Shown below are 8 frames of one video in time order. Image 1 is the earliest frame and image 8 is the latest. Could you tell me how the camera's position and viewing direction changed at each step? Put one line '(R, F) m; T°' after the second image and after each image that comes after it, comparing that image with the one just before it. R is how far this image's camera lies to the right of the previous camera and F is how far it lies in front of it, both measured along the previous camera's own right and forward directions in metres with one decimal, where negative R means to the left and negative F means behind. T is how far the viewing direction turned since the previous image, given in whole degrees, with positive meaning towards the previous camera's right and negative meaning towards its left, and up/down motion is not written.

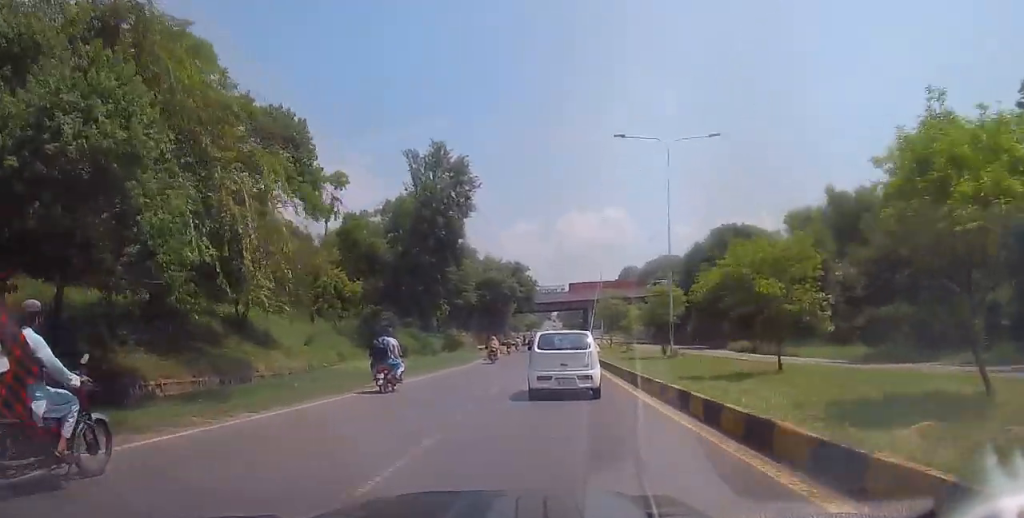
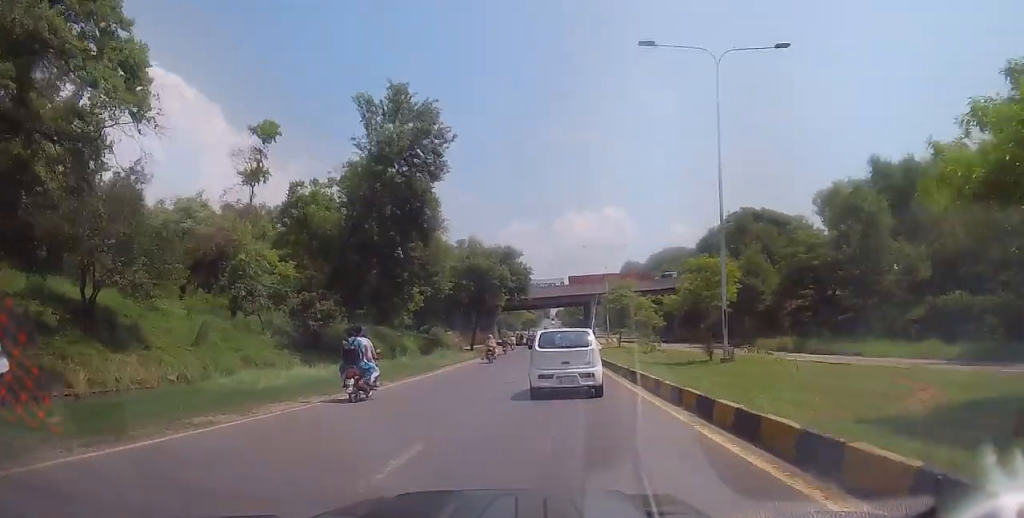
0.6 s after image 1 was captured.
(+0.1, +9.6) m; 0°
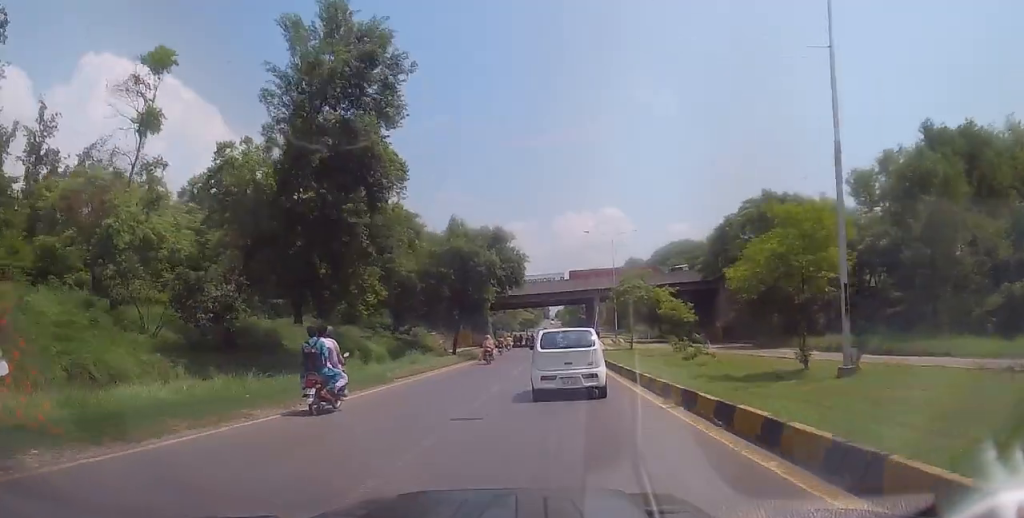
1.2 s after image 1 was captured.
(0.0, +8.7) m; -1°
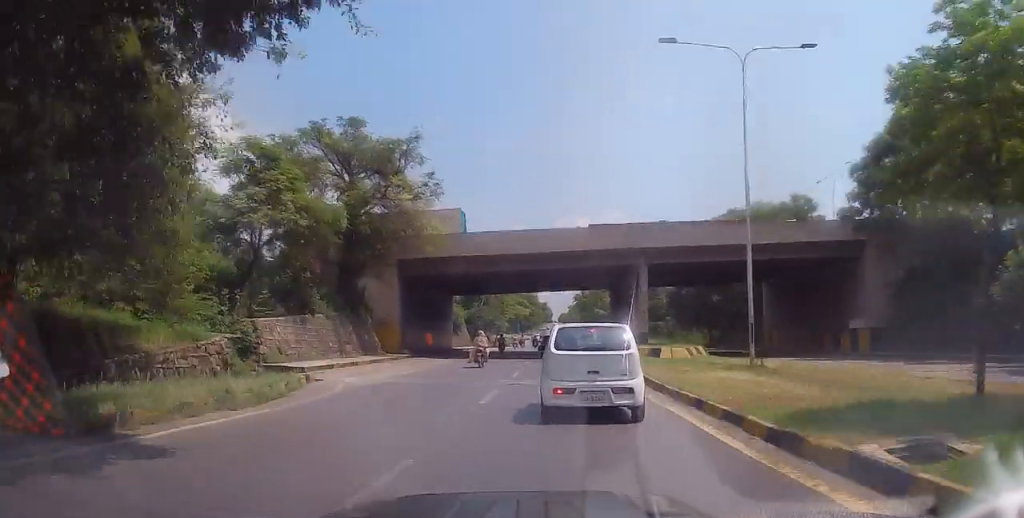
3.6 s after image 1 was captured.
(0.0, +36.5) m; +1°
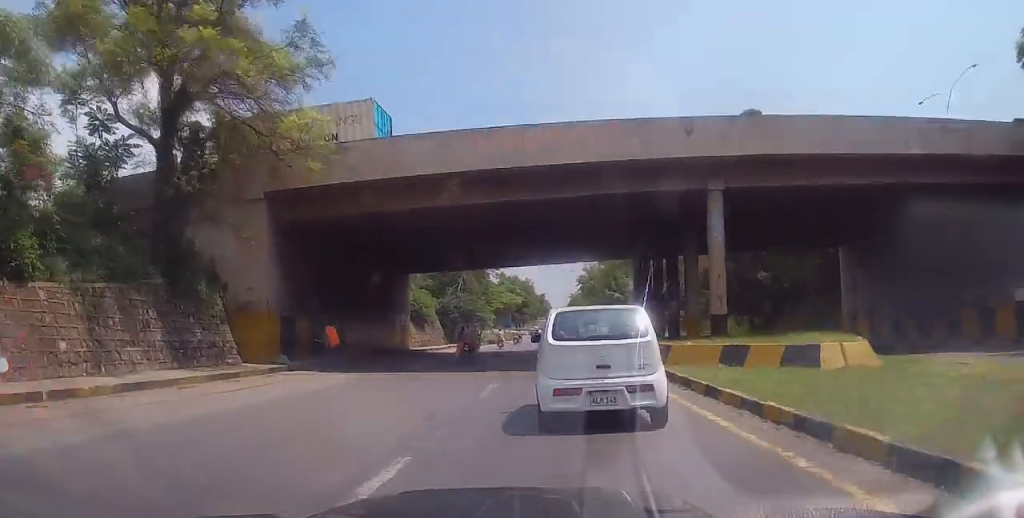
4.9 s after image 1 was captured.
(-0.1, +17.6) m; -1°
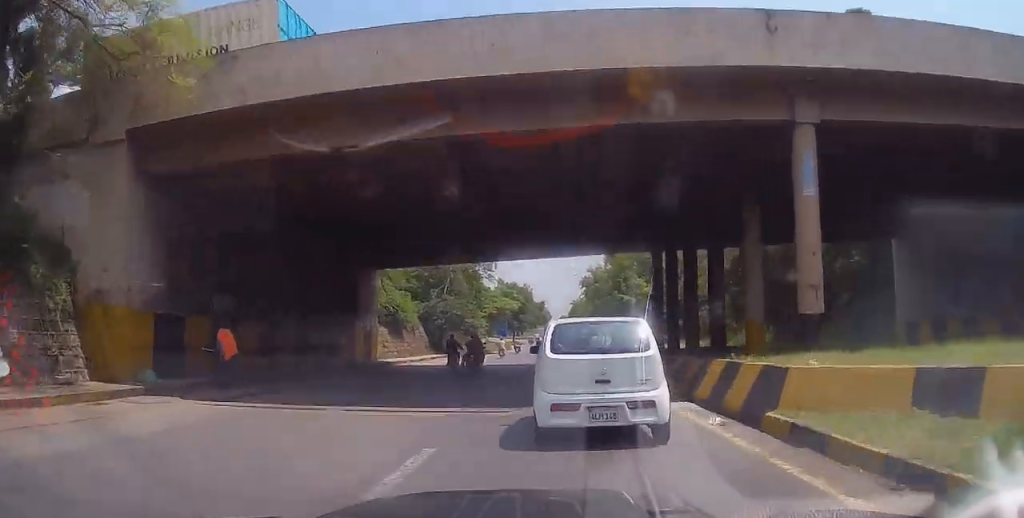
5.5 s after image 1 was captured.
(-0.1, +7.8) m; 0°
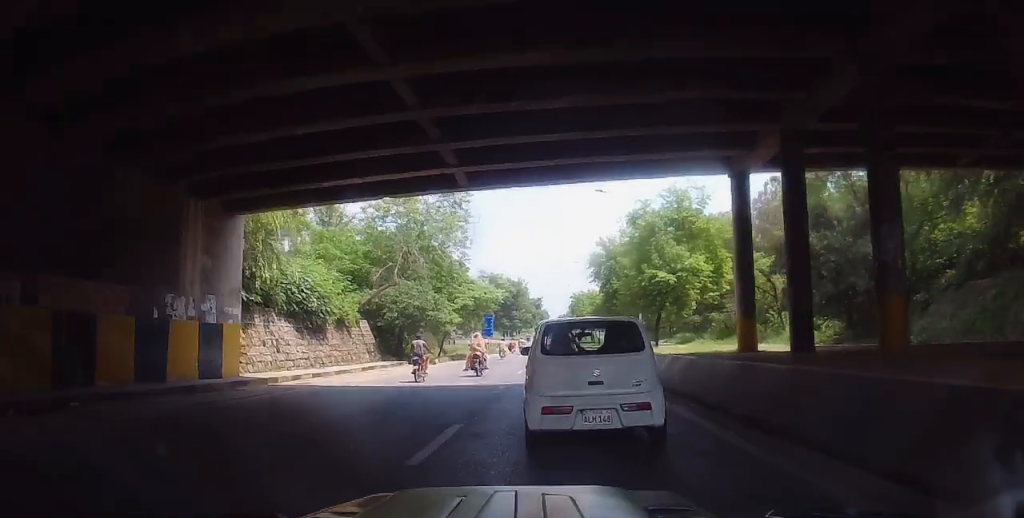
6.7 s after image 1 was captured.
(+0.3, +15.8) m; +1°
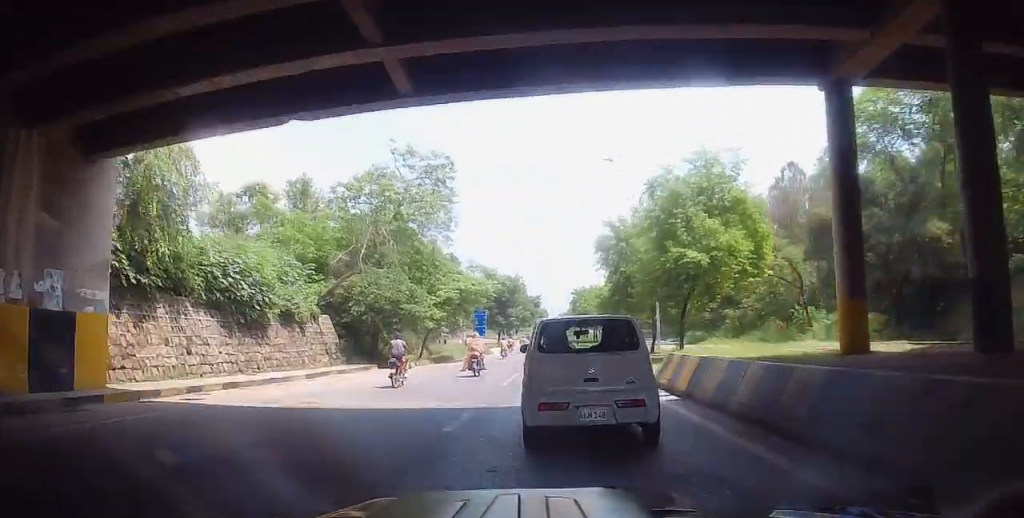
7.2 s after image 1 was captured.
(0.0, +6.7) m; -1°
